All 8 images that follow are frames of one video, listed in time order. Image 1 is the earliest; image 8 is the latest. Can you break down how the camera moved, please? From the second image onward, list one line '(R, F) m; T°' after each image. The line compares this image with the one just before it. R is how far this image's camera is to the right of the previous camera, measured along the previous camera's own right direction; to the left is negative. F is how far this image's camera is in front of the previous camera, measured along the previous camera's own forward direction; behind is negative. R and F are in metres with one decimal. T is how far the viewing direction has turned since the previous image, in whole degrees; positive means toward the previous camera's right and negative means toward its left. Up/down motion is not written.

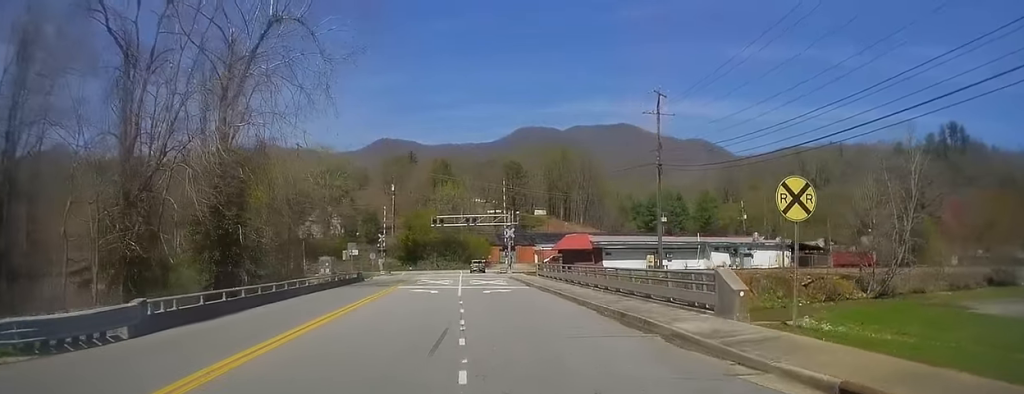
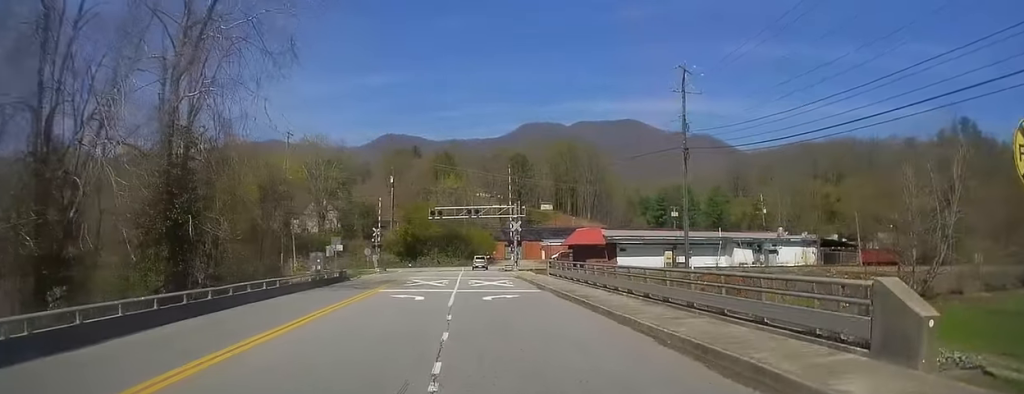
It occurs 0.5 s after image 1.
(+0.1, +6.6) m; +1°
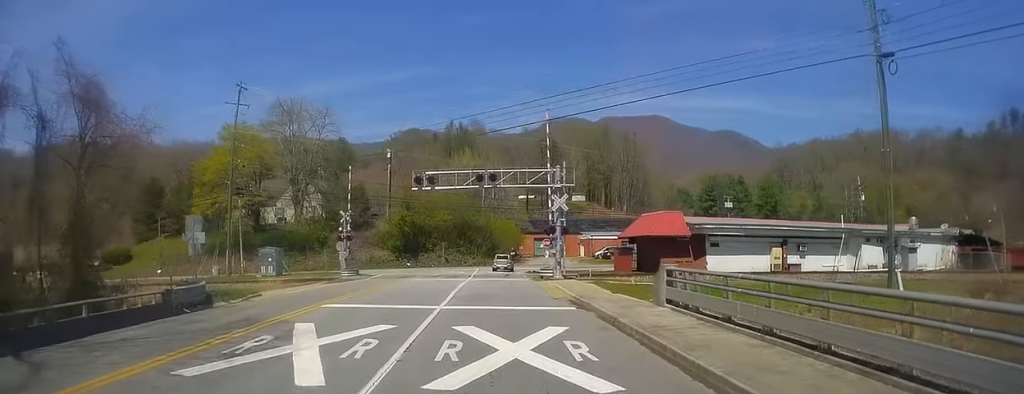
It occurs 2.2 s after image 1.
(-0.4, +25.1) m; -2°
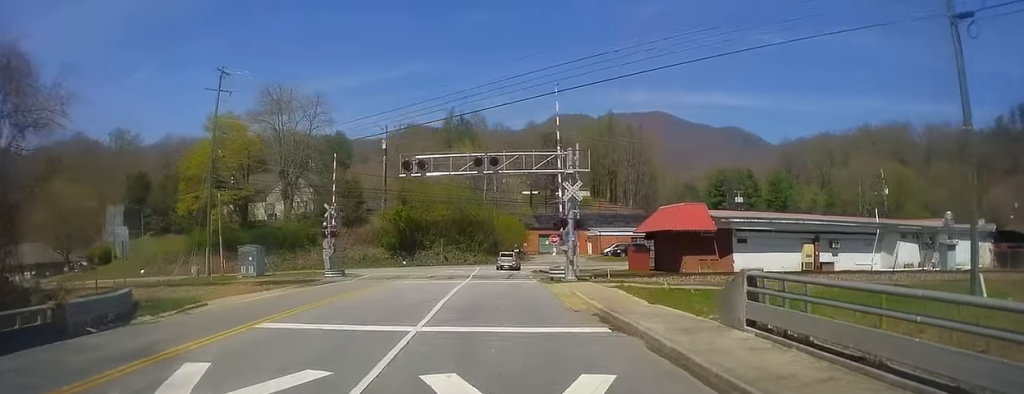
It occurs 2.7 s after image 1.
(-0.2, +5.5) m; 0°
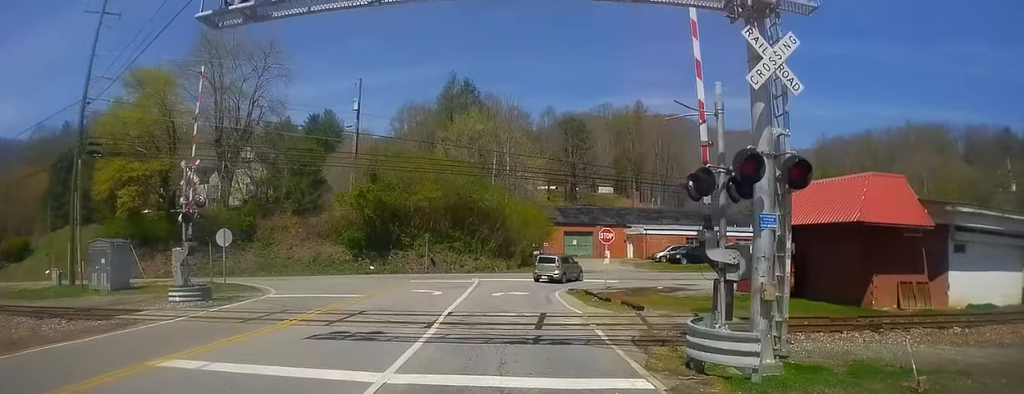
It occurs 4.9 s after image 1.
(-1.0, +22.7) m; -5°
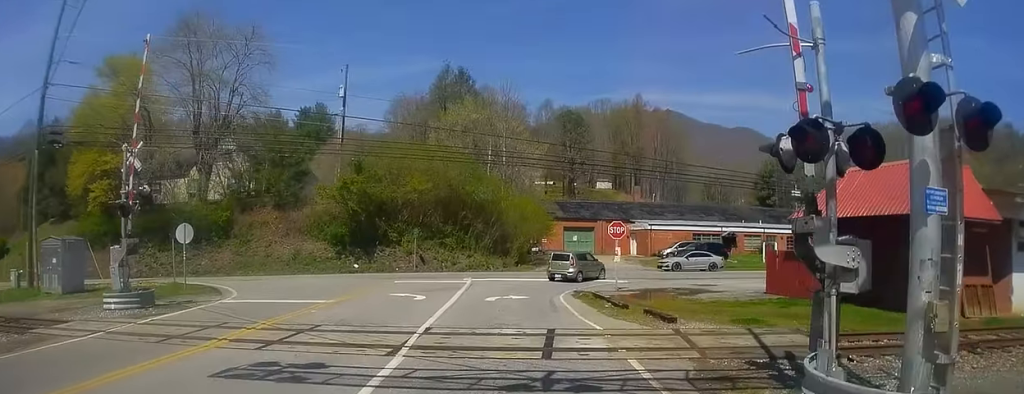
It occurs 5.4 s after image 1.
(+0.1, +4.1) m; +4°
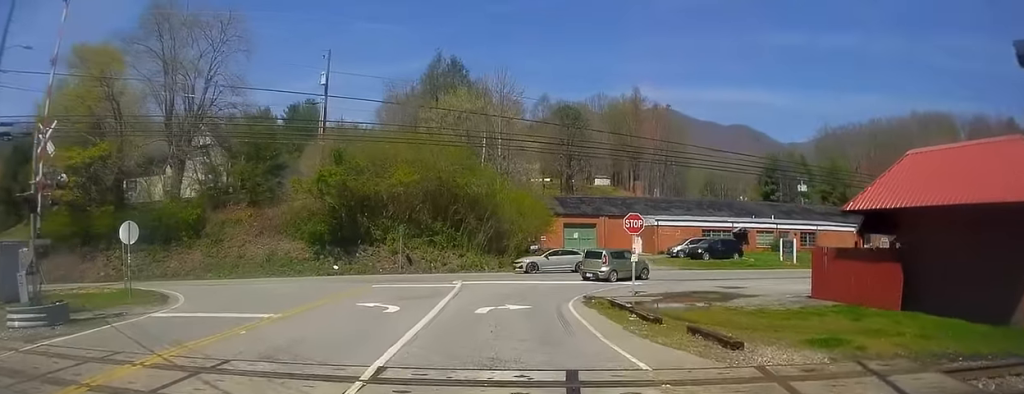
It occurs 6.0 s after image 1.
(+0.2, +4.7) m; +4°
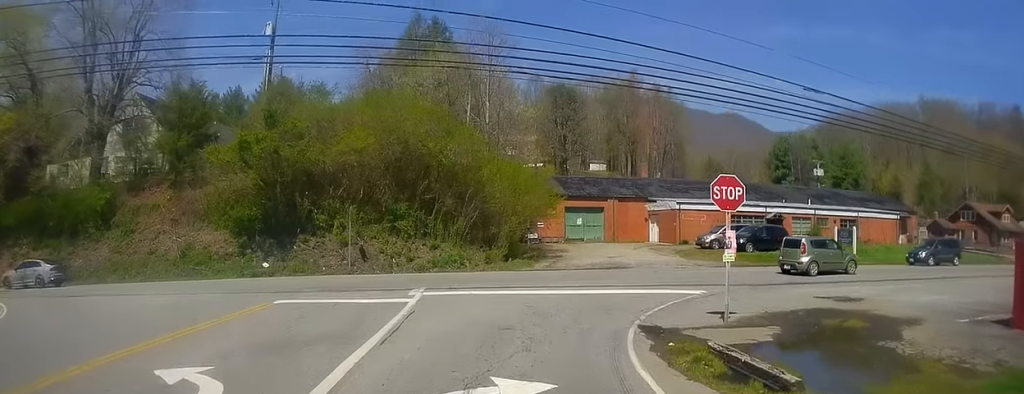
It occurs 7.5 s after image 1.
(+0.6, +10.6) m; 0°
